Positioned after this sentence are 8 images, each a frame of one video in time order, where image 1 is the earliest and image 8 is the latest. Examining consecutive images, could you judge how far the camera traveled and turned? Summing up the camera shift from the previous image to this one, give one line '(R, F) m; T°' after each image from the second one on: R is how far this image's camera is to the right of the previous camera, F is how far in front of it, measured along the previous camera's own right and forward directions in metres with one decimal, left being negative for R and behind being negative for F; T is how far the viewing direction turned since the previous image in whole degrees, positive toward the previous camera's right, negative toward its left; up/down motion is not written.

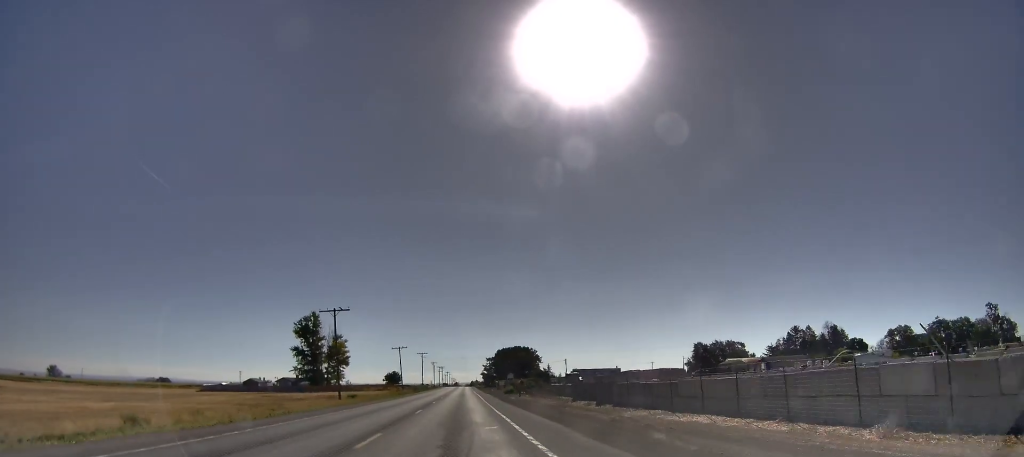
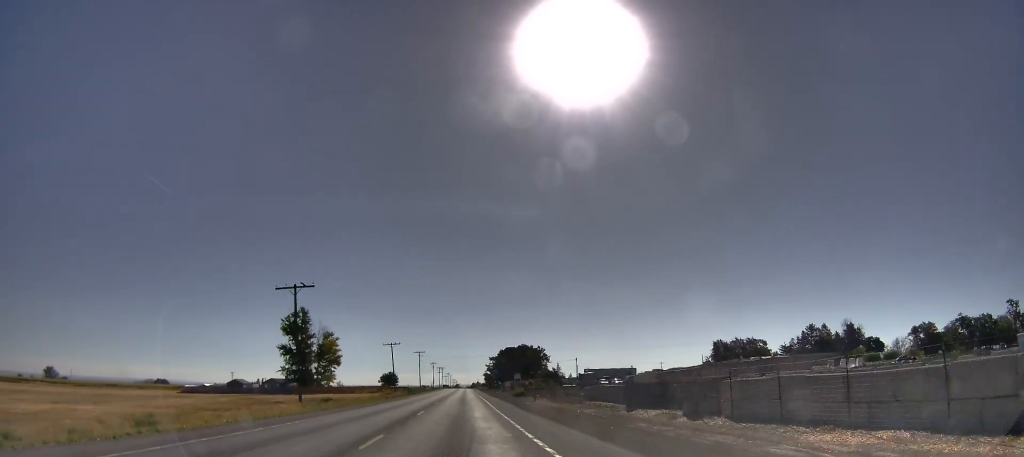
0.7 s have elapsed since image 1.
(0.0, +15.2) m; 0°
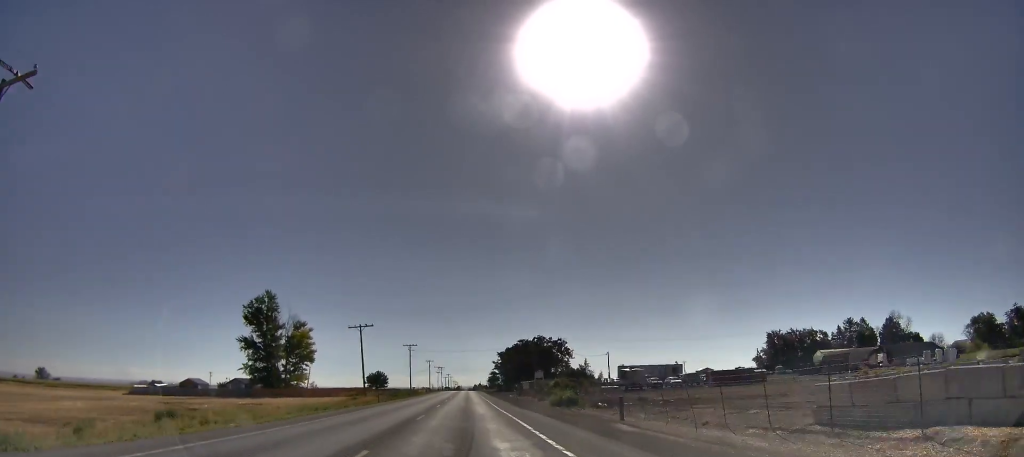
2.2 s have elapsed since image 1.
(0.0, +34.0) m; 0°
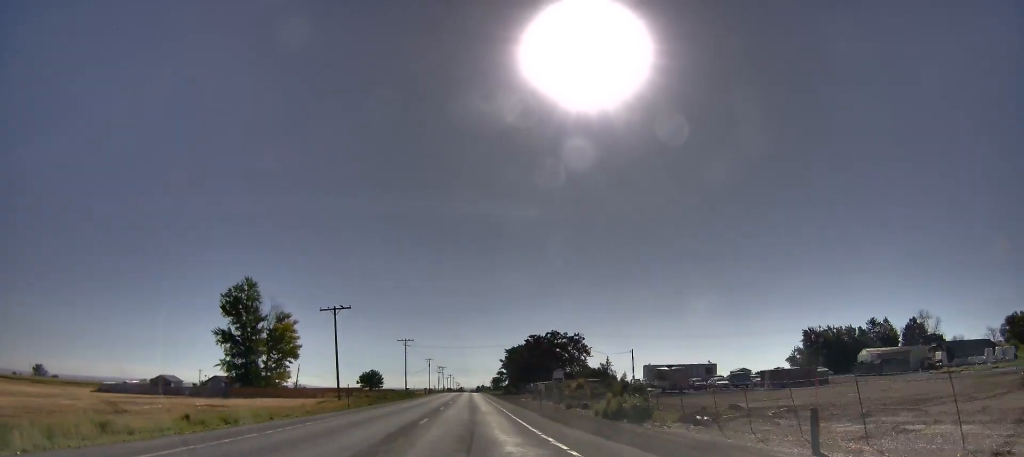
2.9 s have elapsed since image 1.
(0.0, +16.6) m; 0°
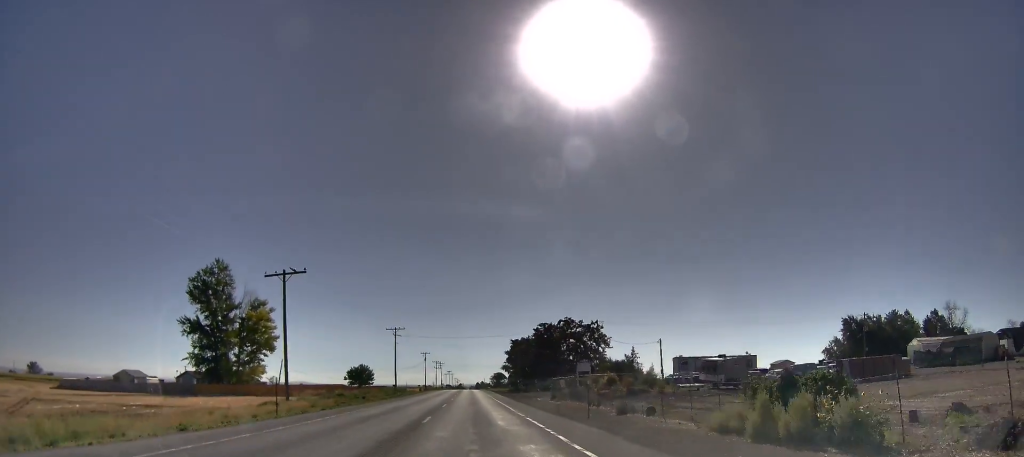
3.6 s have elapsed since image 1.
(0.0, +16.5) m; 0°
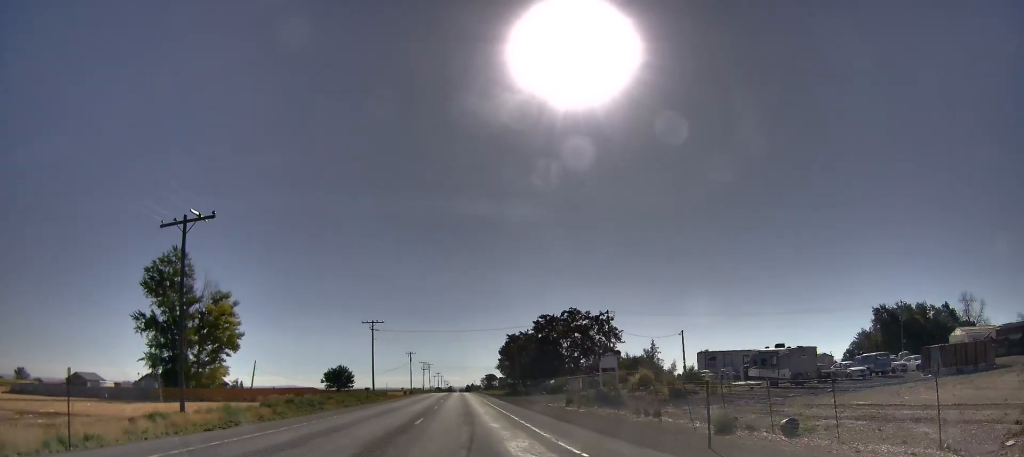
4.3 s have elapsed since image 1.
(0.0, +14.3) m; 0°
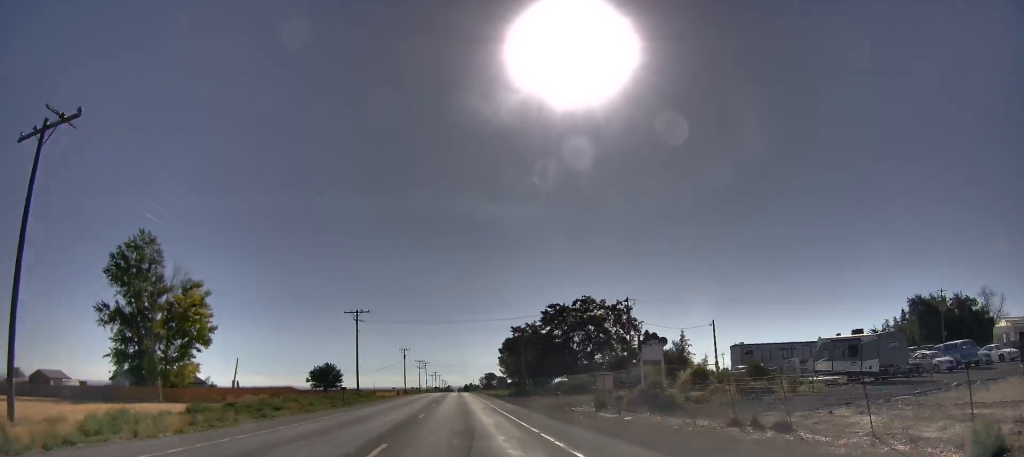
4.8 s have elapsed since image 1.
(0.0, +11.3) m; 0°
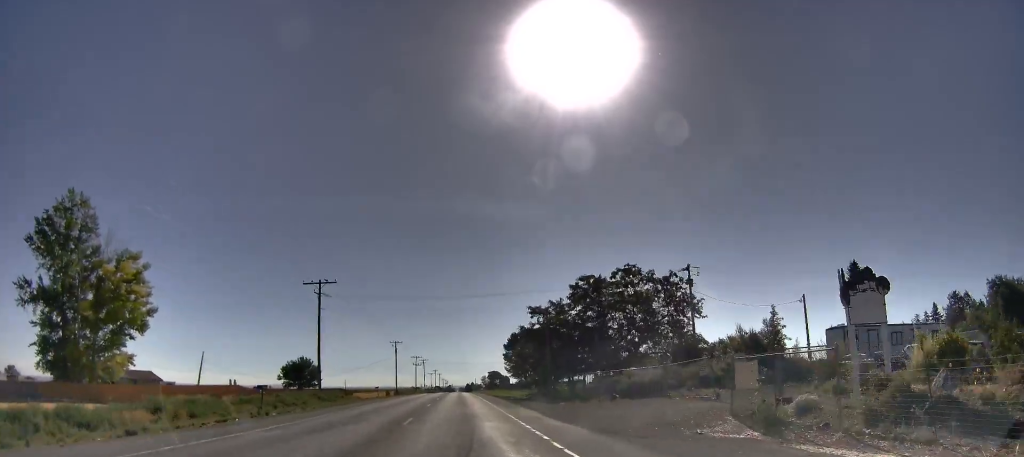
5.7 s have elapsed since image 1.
(0.0, +20.3) m; 0°
